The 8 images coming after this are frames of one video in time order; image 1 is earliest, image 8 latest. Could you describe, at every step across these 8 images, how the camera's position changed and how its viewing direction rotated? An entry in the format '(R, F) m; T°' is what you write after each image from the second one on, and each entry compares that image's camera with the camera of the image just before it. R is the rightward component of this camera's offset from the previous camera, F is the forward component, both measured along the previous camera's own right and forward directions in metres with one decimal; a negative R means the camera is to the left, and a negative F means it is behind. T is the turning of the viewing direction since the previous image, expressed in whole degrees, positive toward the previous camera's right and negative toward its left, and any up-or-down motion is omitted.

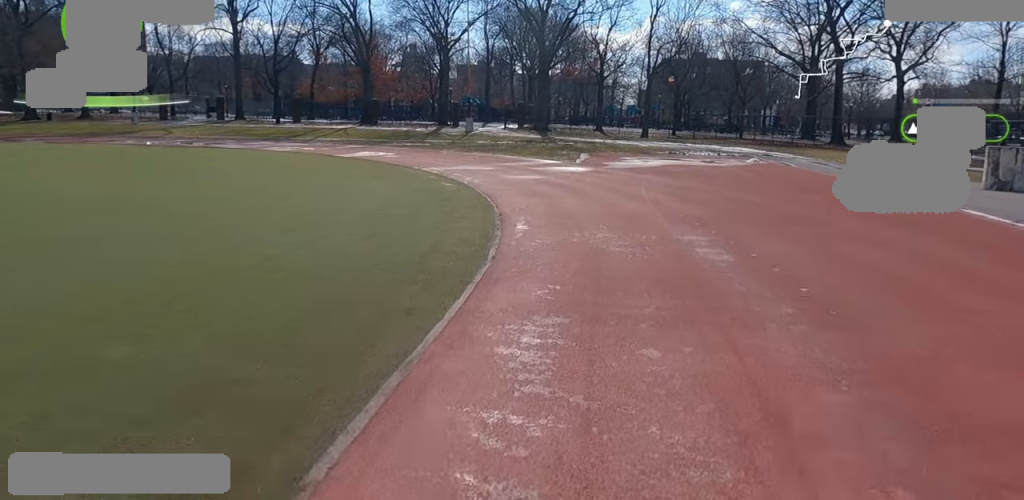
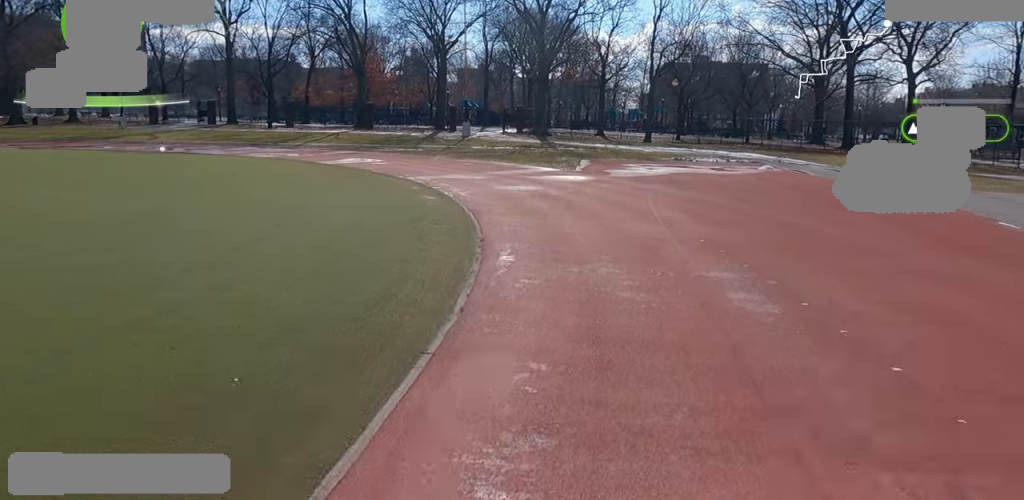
(0.0, +2.2) m; -2°
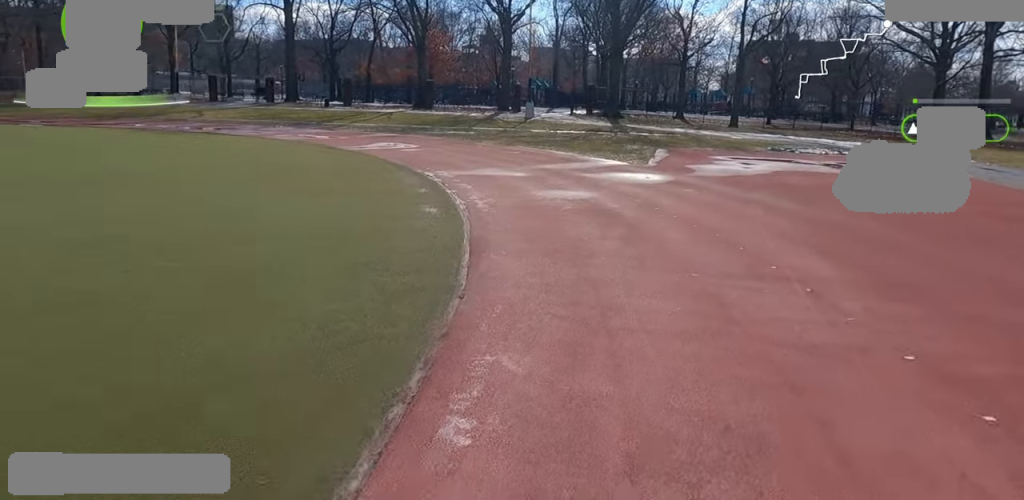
(-0.2, +5.5) m; -4°
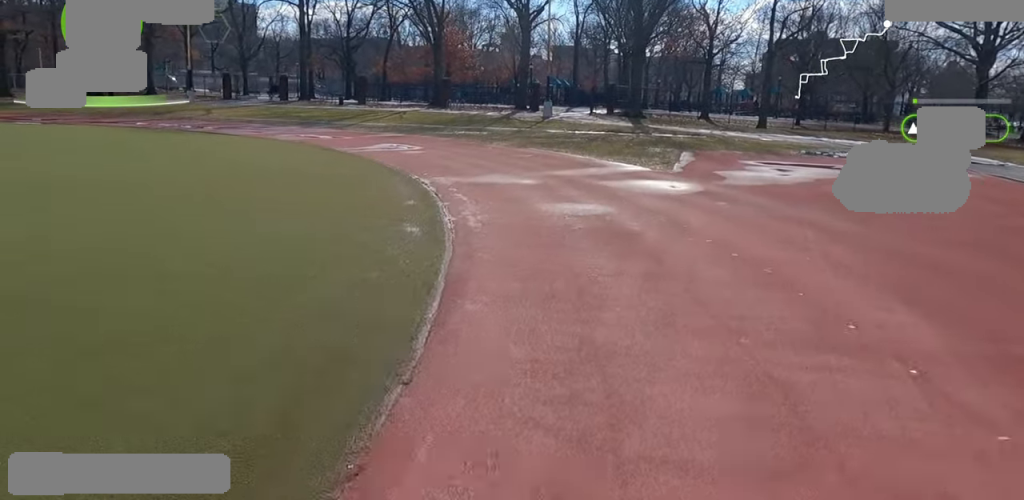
(-0.1, +2.1) m; -1°
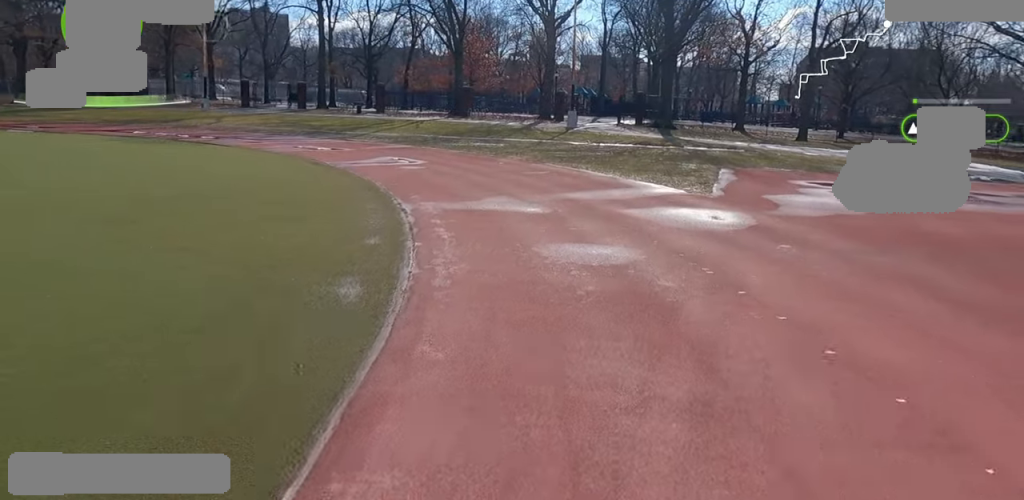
(0.0, +2.8) m; -2°
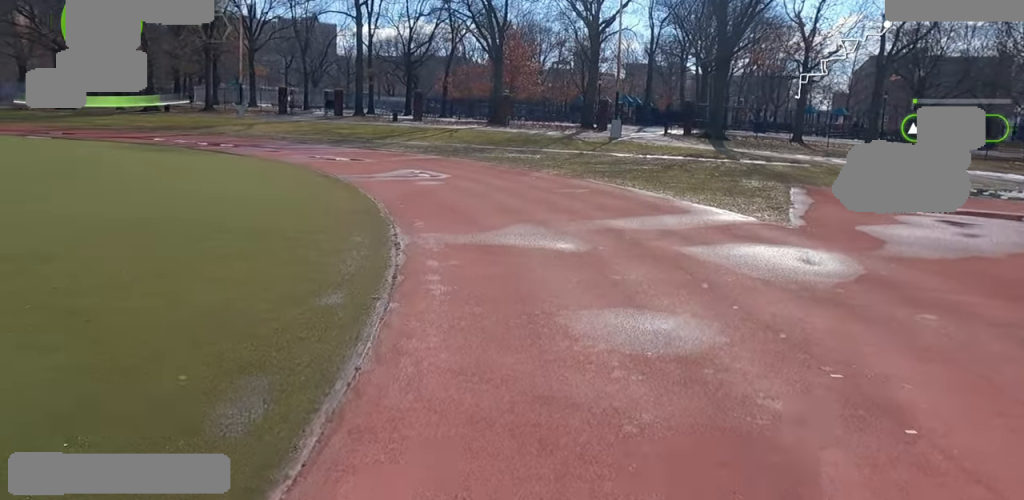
(-0.1, +2.7) m; -2°
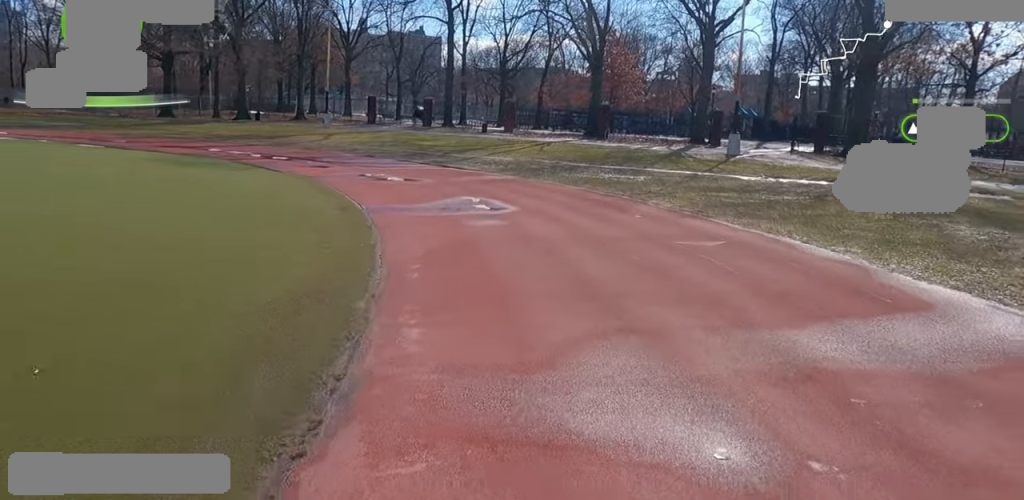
(-0.2, +5.5) m; -5°
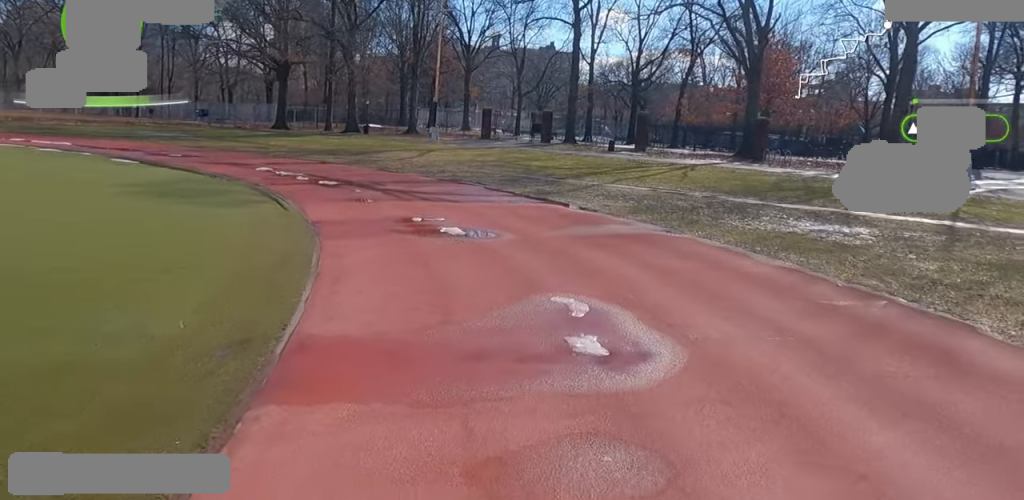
(-0.9, +7.8) m; -14°
